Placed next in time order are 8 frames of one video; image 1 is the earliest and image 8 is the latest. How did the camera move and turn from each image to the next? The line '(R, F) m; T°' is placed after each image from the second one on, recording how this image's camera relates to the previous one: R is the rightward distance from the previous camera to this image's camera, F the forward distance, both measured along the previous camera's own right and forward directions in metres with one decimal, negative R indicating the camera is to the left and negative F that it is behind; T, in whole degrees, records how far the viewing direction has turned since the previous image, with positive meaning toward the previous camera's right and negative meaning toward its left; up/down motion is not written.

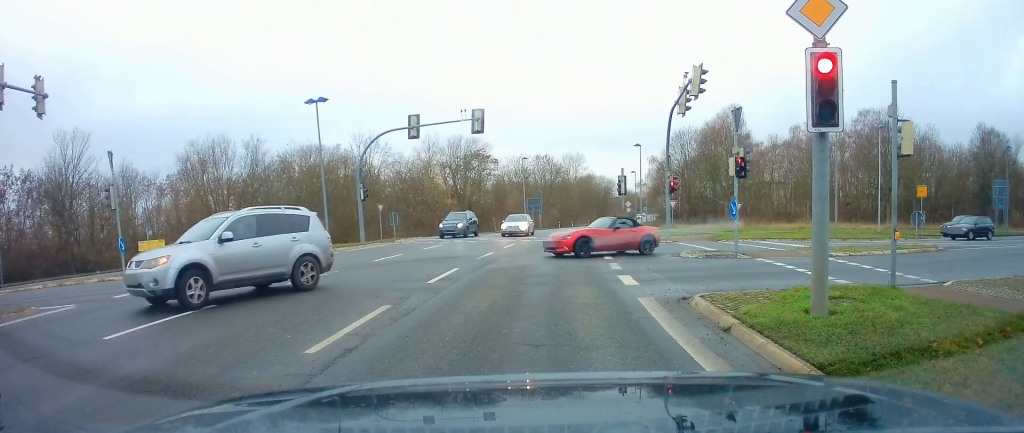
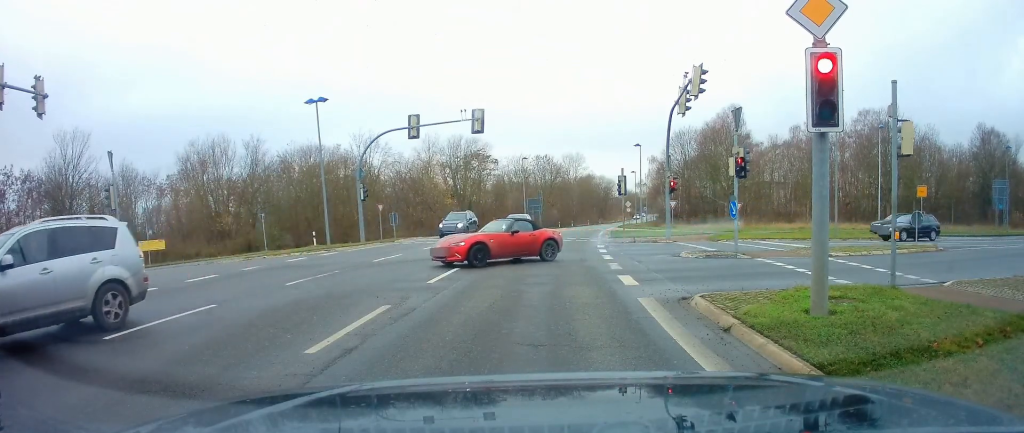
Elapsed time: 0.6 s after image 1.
(0.0, 0.0) m; 0°
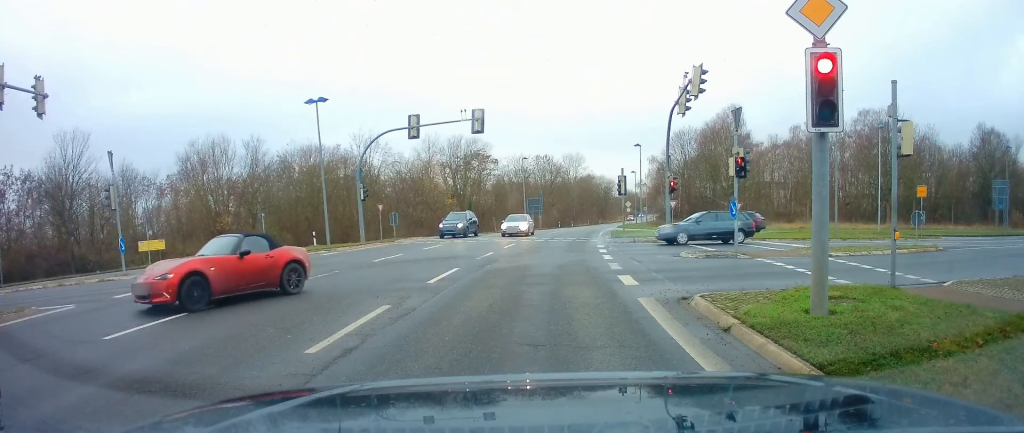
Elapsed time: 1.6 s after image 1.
(0.0, 0.0) m; 0°
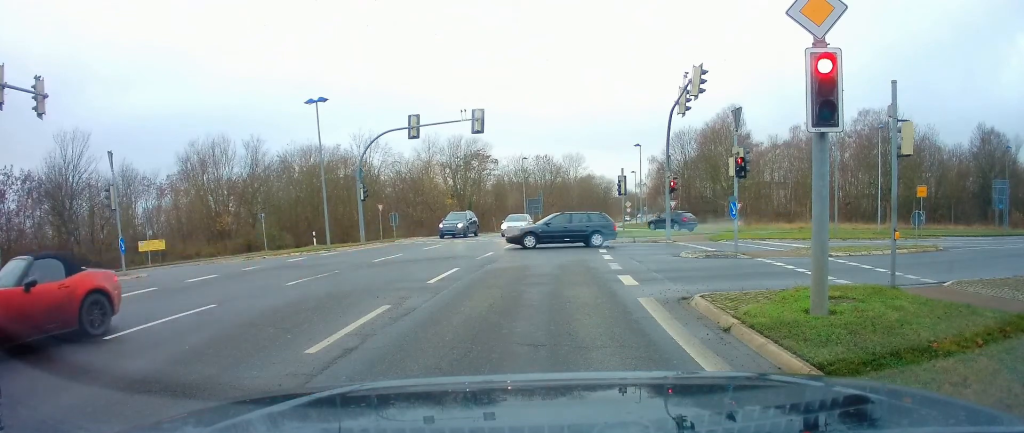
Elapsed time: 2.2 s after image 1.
(0.0, 0.0) m; 0°
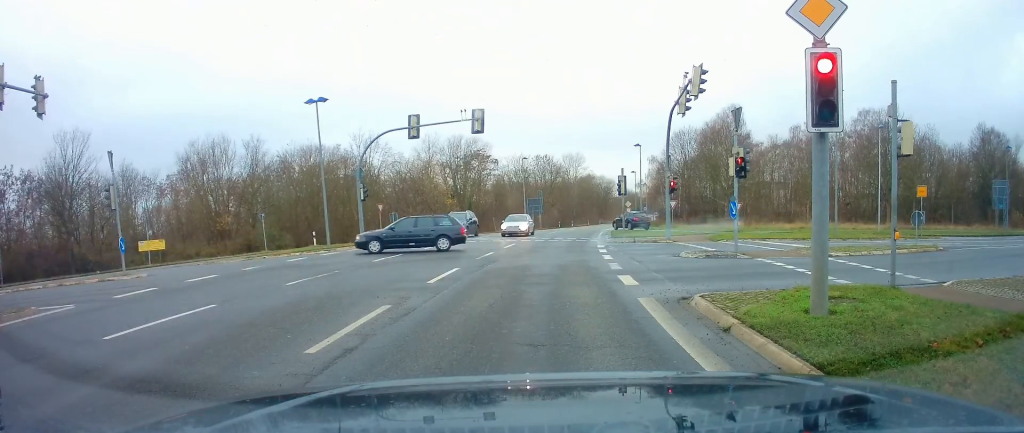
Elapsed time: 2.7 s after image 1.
(0.0, 0.0) m; 0°
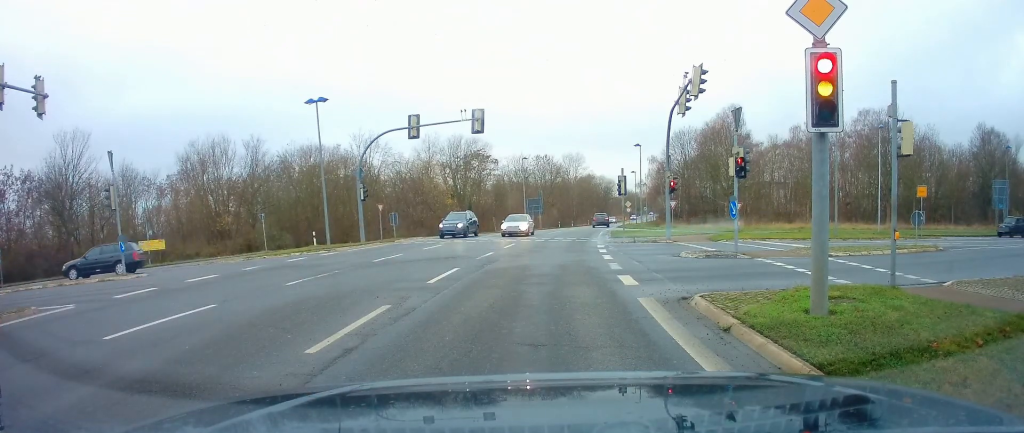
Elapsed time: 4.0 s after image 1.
(0.0, 0.0) m; 0°
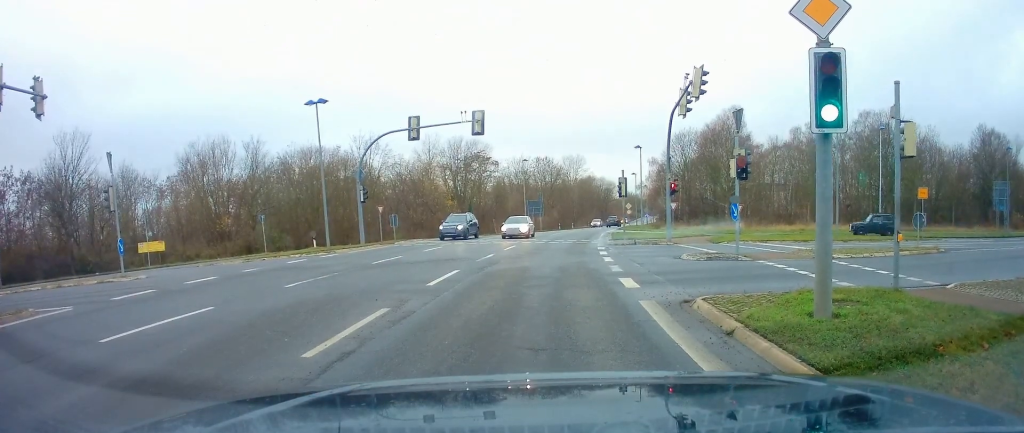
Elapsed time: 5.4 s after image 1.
(-0.1, +0.3) m; 0°
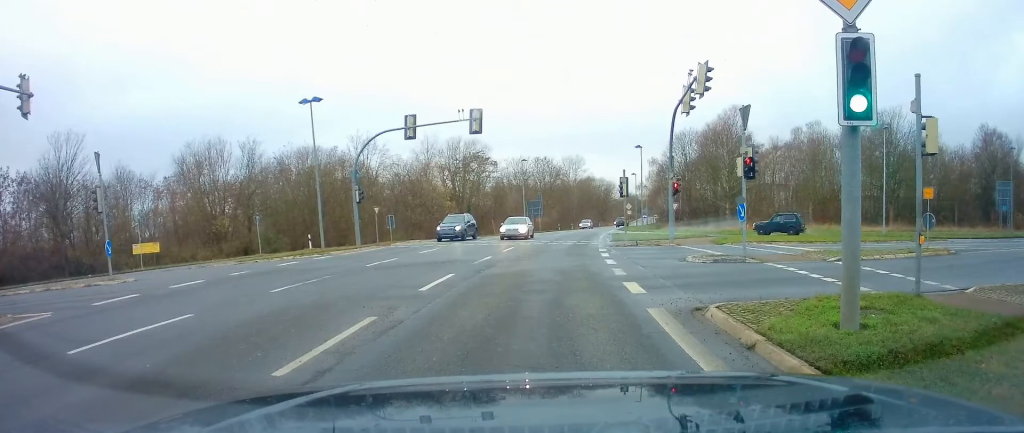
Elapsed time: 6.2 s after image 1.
(-0.3, +0.8) m; -4°
